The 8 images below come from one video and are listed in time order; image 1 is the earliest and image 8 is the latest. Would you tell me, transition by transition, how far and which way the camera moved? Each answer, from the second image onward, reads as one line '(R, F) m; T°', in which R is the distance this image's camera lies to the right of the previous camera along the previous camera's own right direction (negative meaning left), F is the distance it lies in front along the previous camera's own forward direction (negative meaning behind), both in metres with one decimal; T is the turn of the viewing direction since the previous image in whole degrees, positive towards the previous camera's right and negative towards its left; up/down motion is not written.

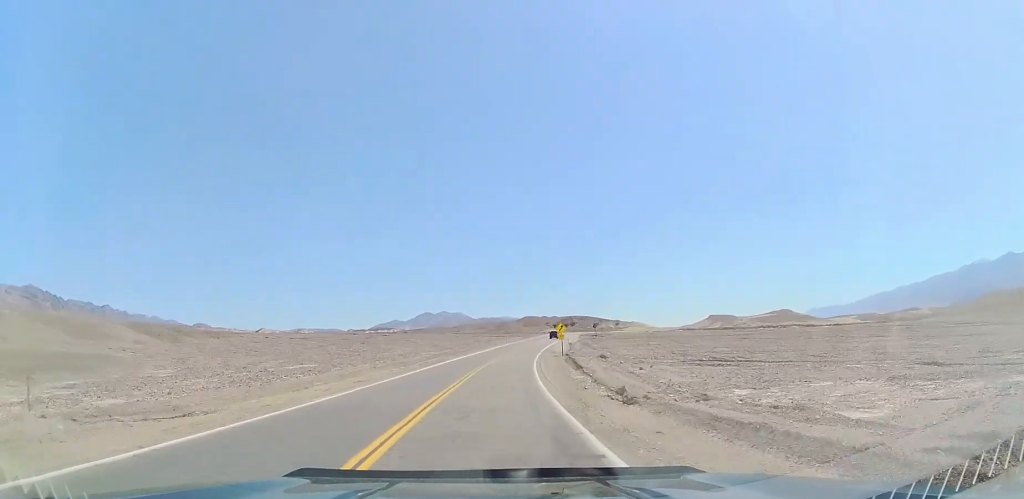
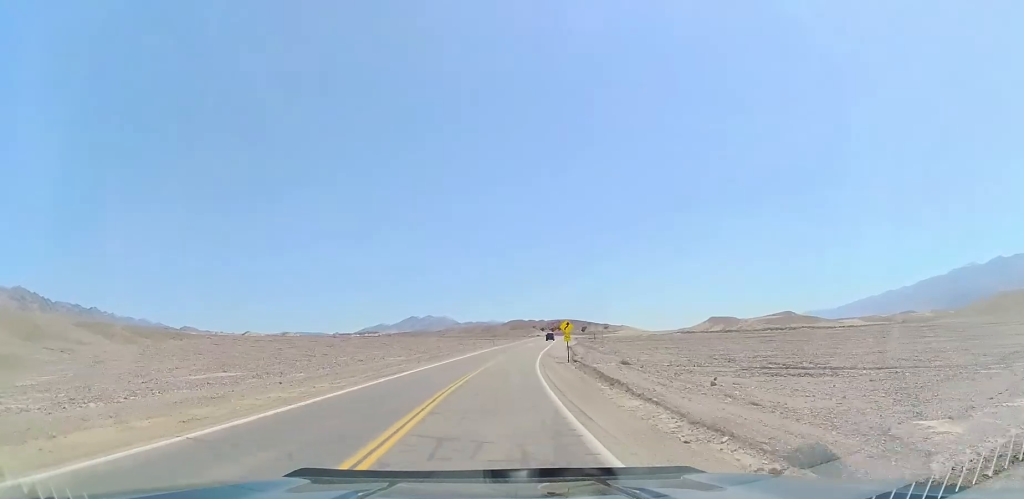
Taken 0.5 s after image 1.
(+0.3, +14.7) m; +2°
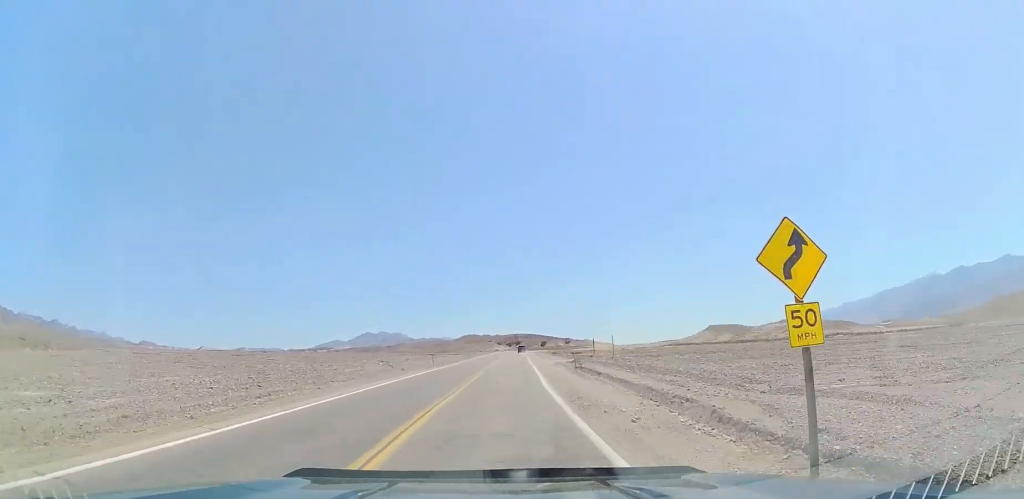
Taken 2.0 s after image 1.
(+1.3, +40.9) m; +4°
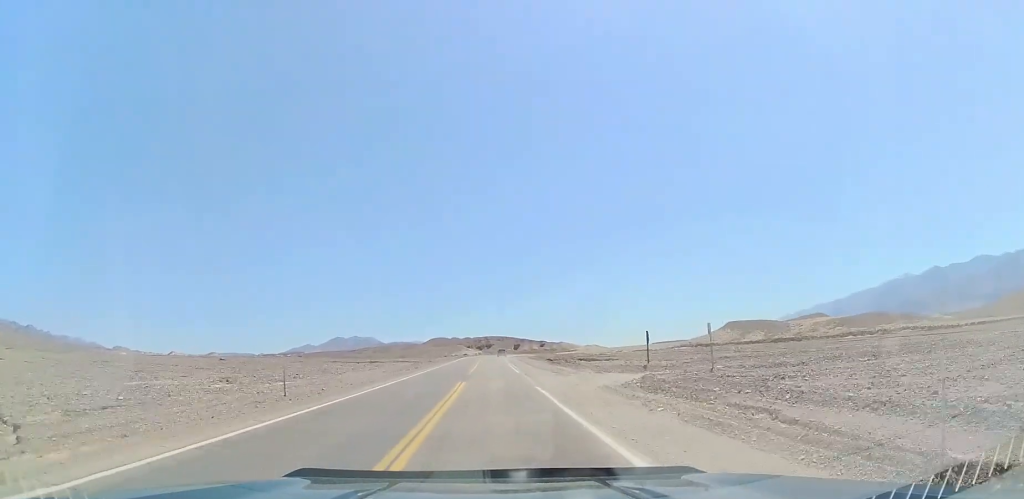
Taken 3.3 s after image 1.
(+1.5, +35.2) m; +4°
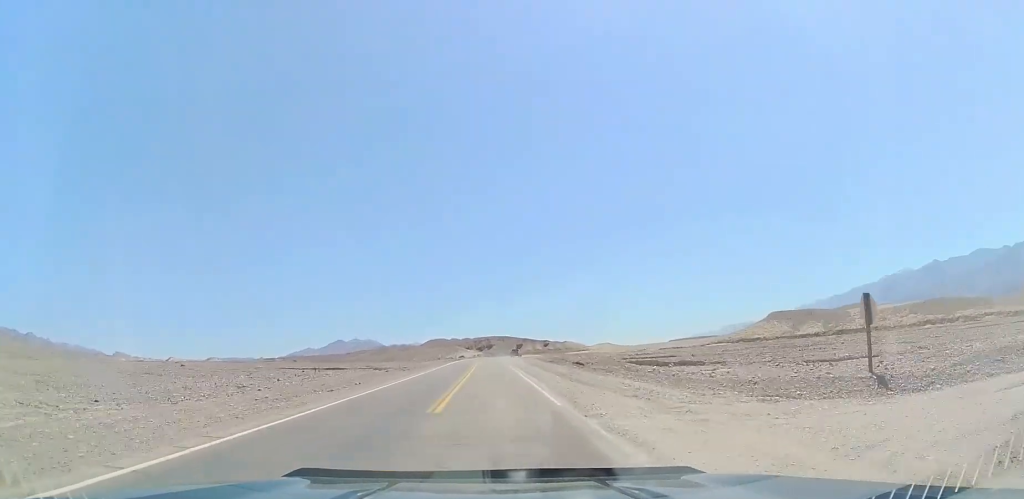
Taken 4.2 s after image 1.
(+0.4, +23.4) m; +2°
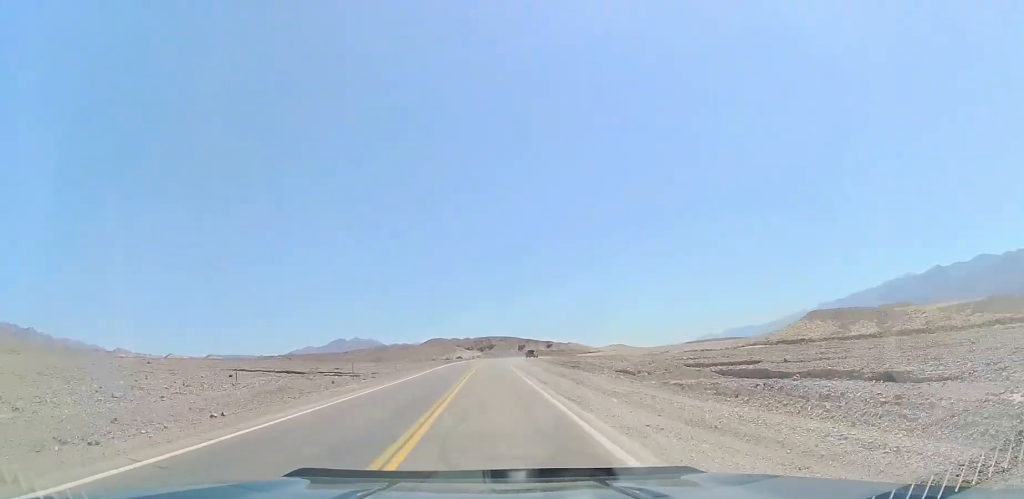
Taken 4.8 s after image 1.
(+0.2, +16.2) m; +1°
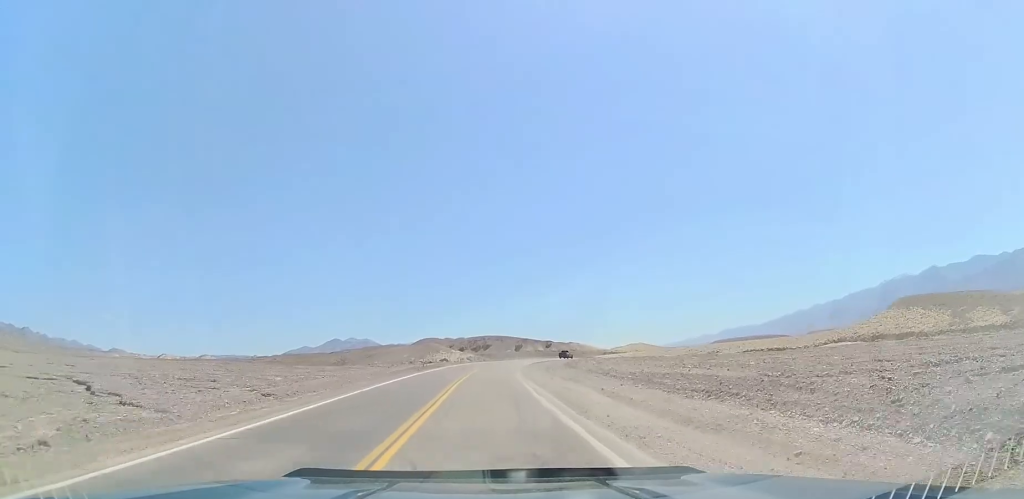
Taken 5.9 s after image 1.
(+0.3, +29.0) m; 0°
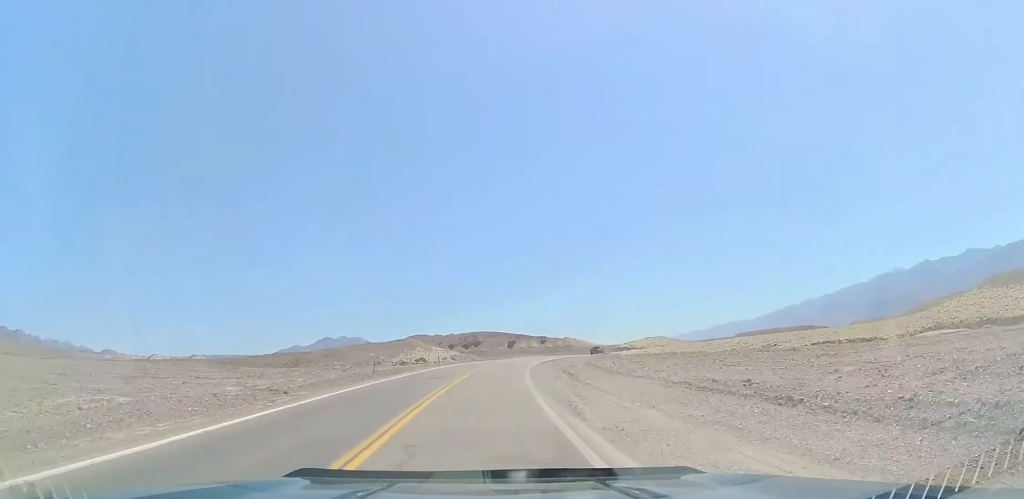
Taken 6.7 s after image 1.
(-0.2, +21.8) m; 0°
